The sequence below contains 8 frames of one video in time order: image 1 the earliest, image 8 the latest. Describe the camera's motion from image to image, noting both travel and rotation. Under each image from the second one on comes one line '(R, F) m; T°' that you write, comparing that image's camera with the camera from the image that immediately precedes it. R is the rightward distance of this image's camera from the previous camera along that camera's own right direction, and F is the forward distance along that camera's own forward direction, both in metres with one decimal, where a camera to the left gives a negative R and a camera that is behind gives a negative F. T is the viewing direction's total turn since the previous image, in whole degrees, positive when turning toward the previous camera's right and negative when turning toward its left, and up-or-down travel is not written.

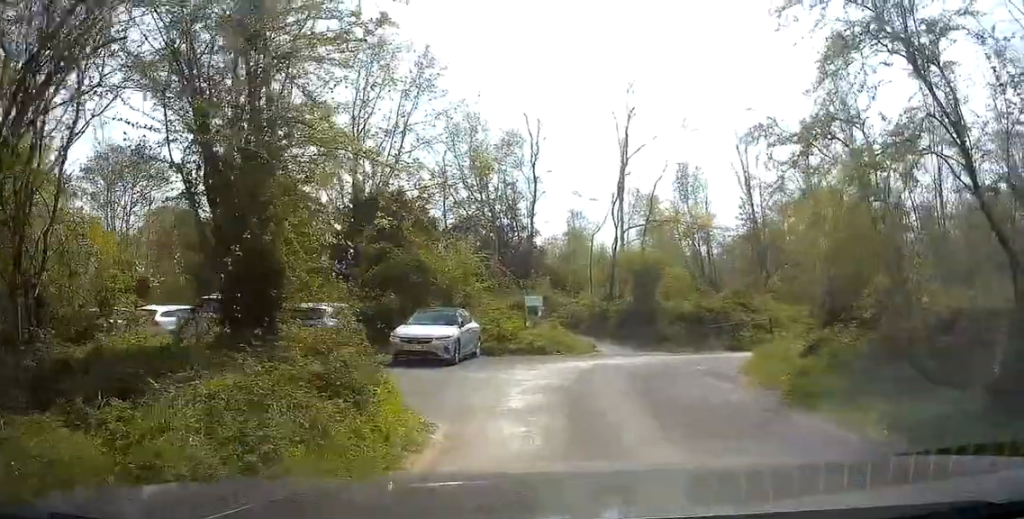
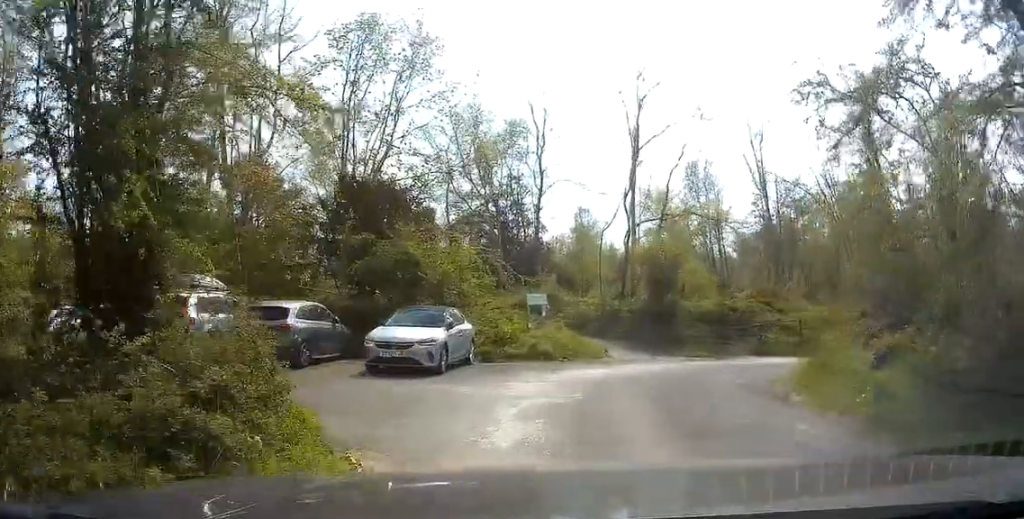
(-0.2, +2.6) m; -3°
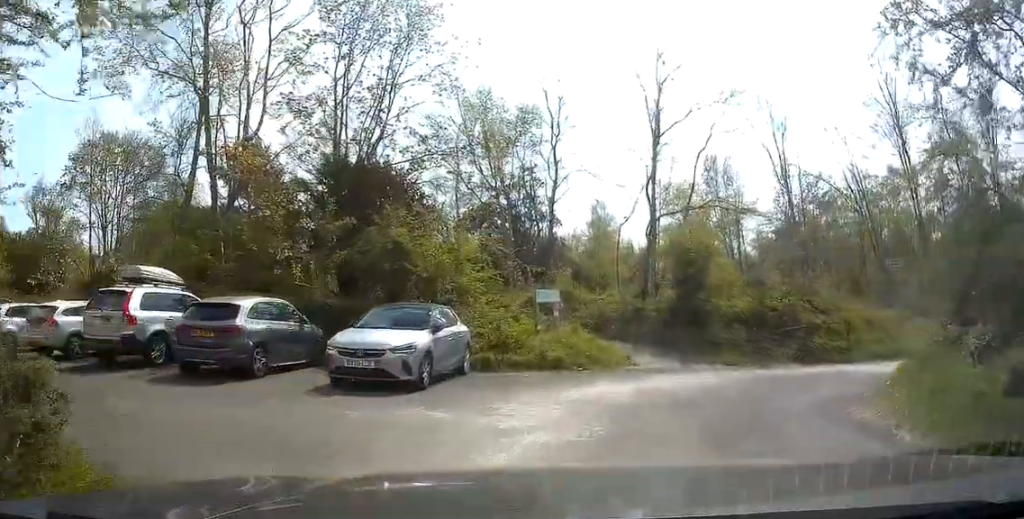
(0.0, +2.8) m; +1°
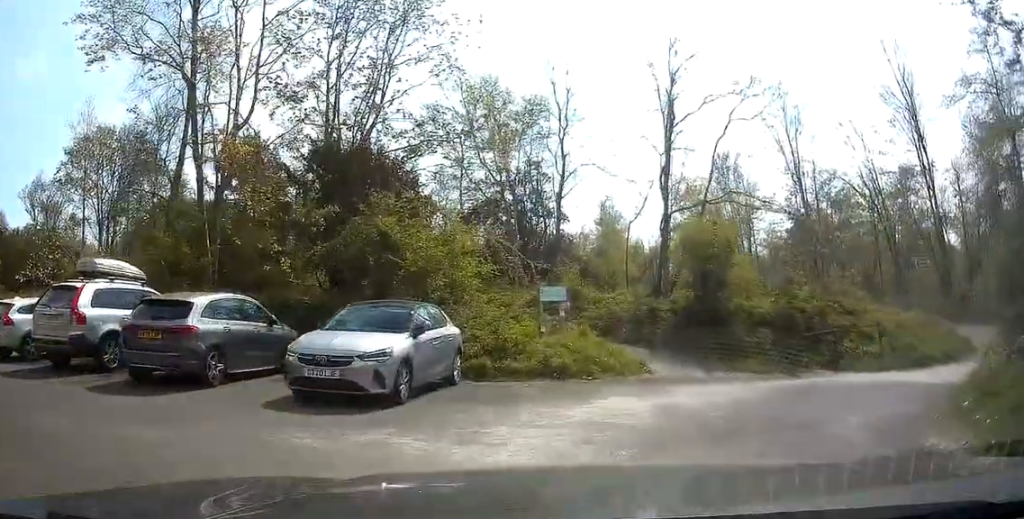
(0.0, +1.8) m; 0°
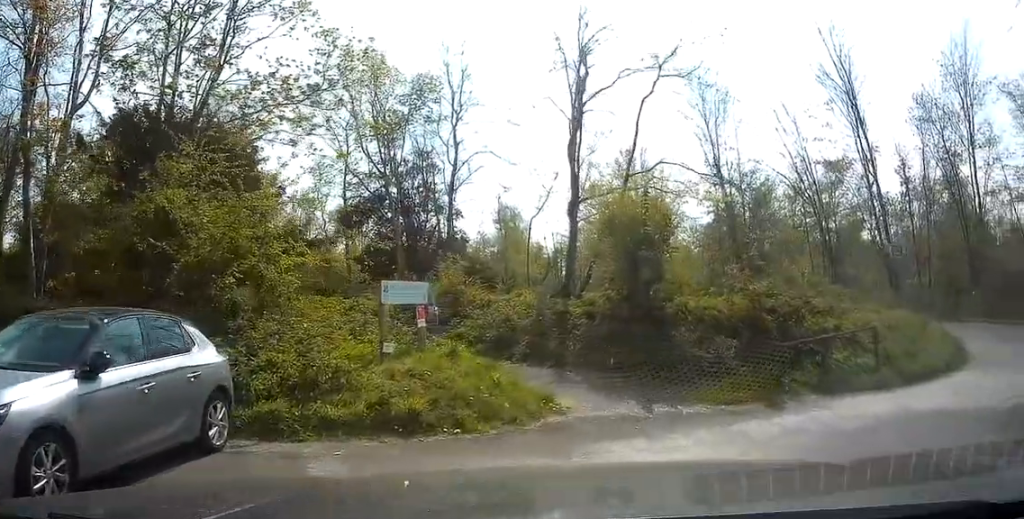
(-0.1, +5.8) m; +3°
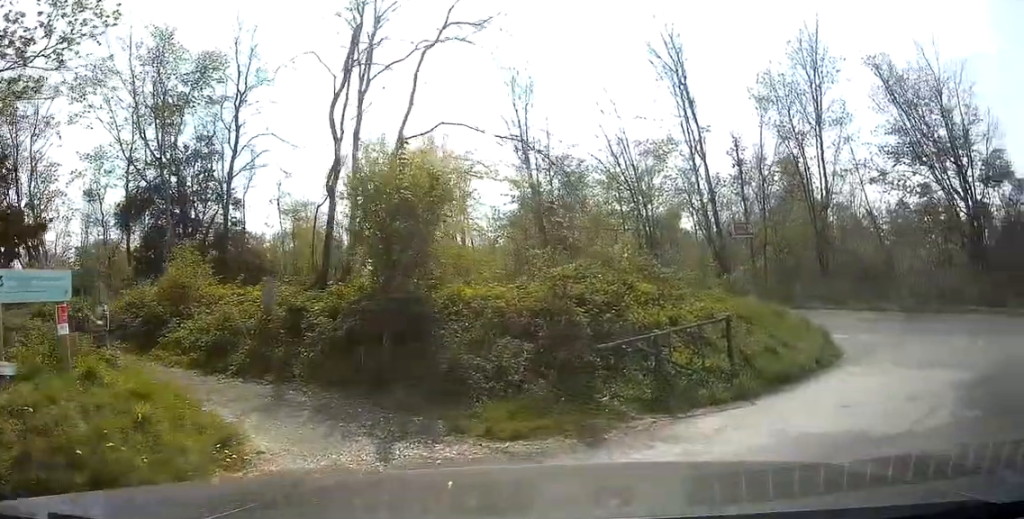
(+0.4, +3.5) m; +20°
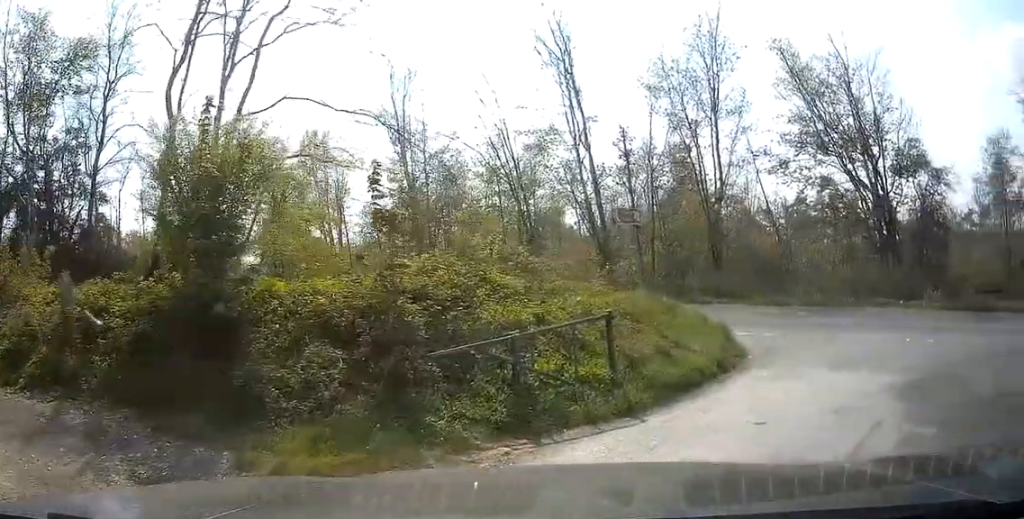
(+0.3, +1.6) m; +6°
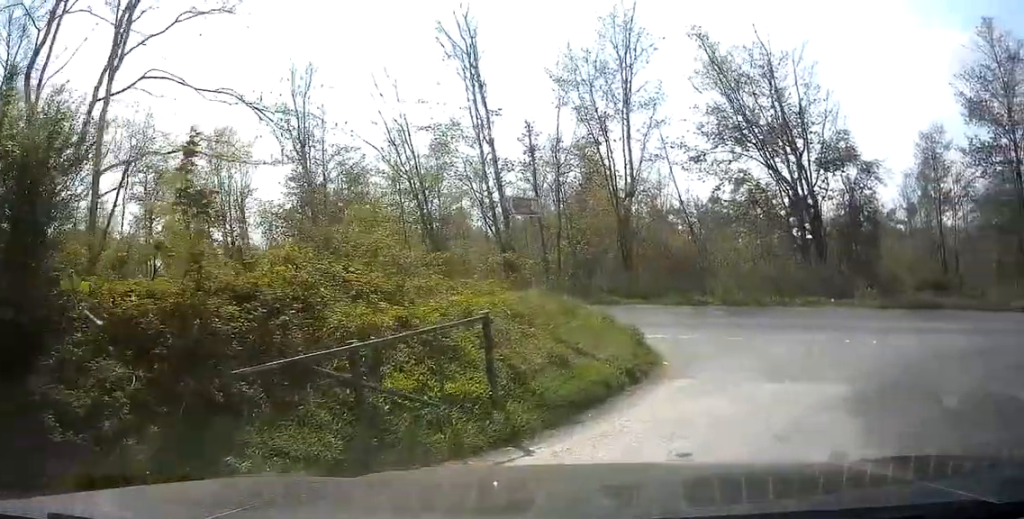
(+0.1, +1.3) m; +4°
